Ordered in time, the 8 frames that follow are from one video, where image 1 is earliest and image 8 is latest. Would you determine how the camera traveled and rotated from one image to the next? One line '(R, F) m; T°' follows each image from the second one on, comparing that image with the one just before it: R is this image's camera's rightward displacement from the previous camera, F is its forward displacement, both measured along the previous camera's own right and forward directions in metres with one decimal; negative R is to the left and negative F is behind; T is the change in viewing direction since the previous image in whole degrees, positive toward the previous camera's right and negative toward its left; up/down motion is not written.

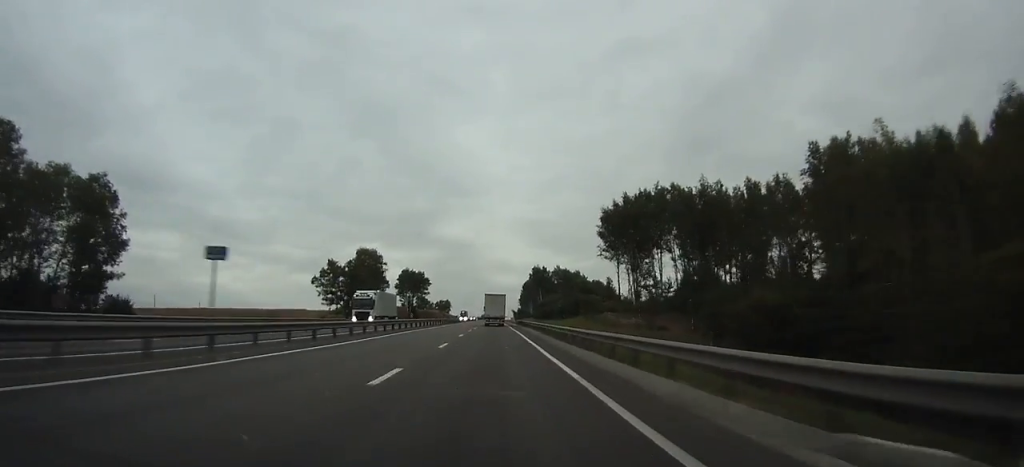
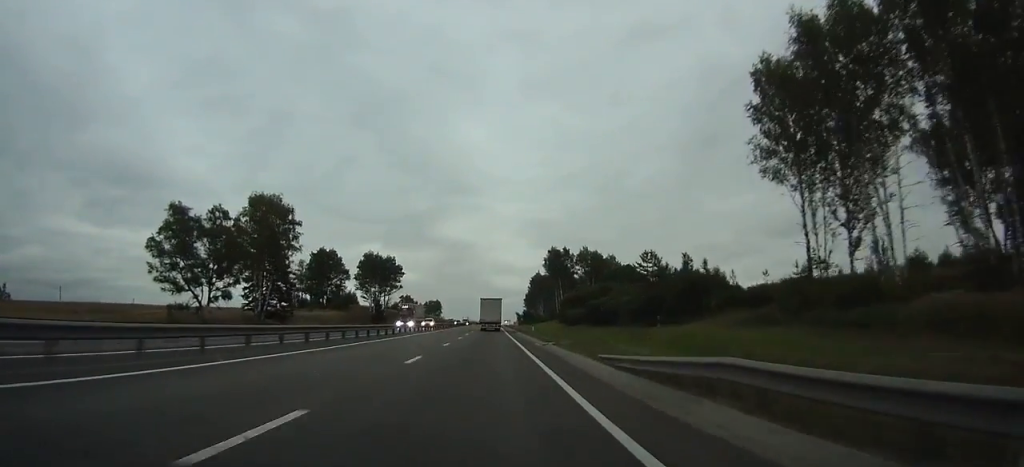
(-0.3, +78.9) m; 0°
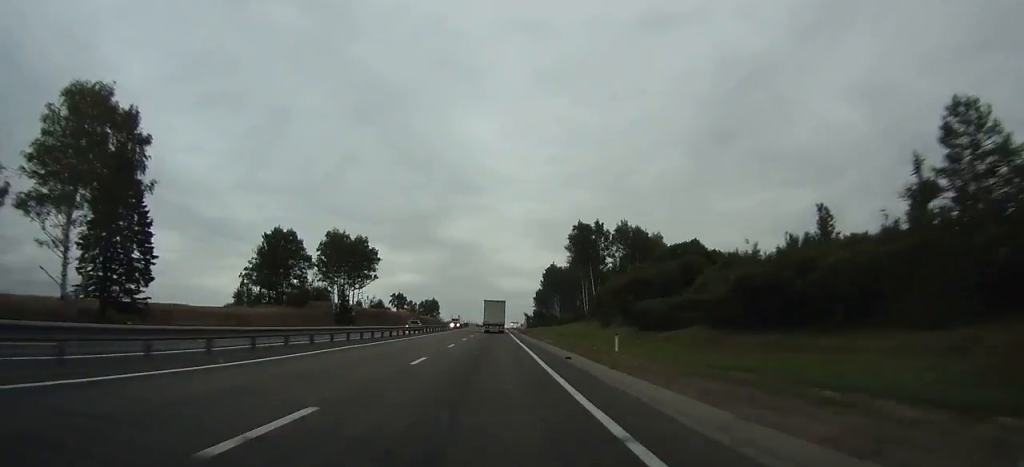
(-0.2, +48.5) m; -1°
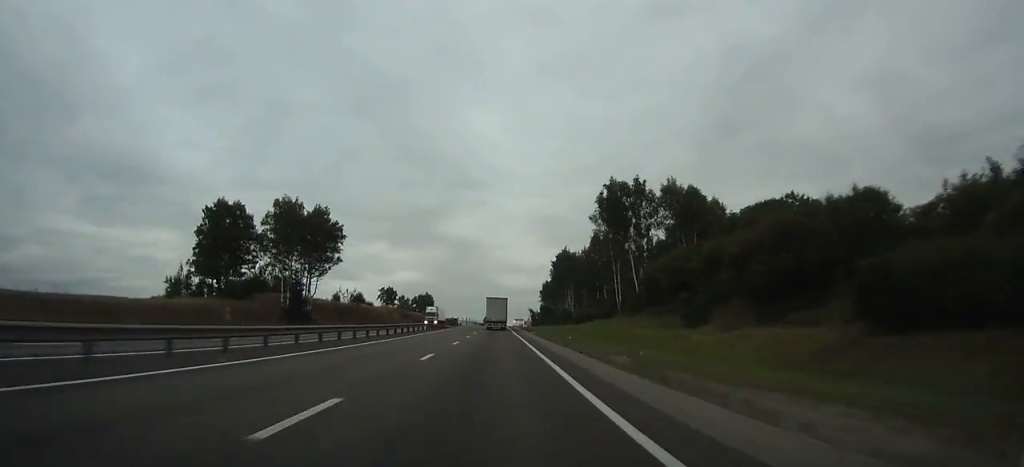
(-0.1, +35.3) m; 0°
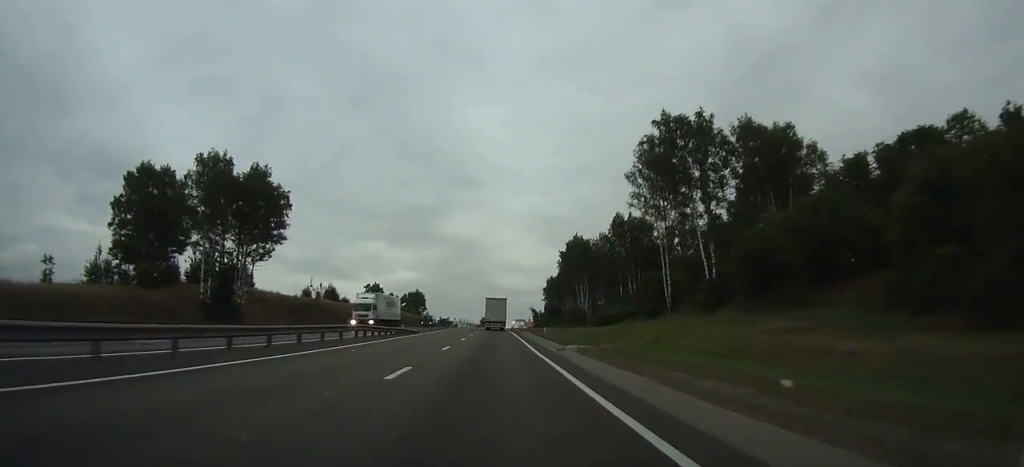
(-0.1, +30.2) m; 0°
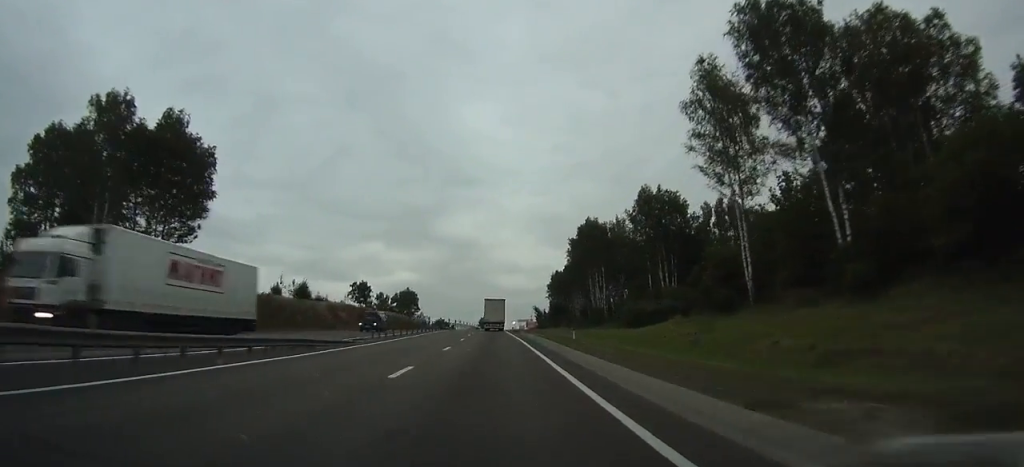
(0.0, +23.8) m; 0°
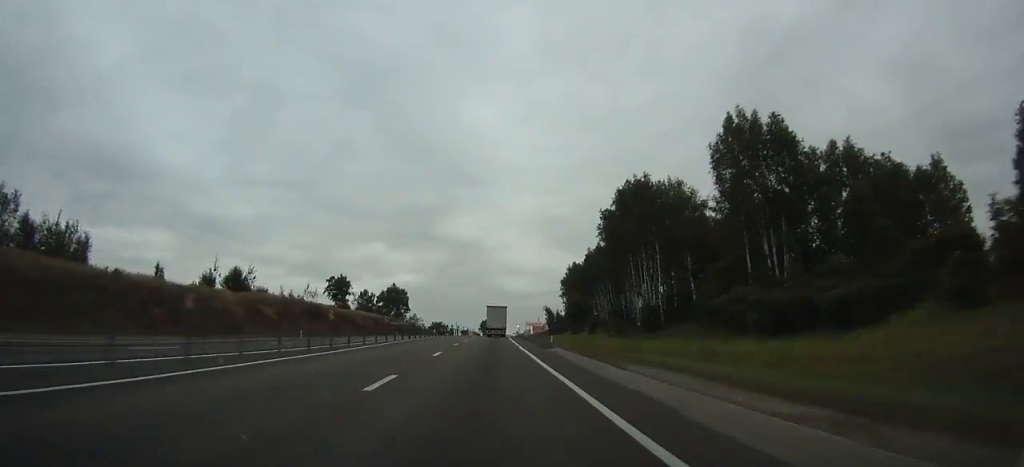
(+0.2, +38.3) m; 0°
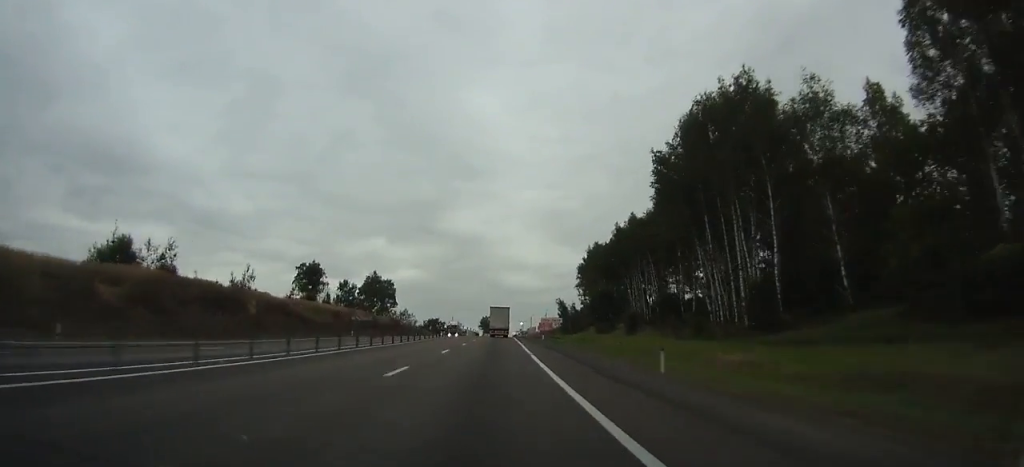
(+0.1, +33.3) m; 0°
